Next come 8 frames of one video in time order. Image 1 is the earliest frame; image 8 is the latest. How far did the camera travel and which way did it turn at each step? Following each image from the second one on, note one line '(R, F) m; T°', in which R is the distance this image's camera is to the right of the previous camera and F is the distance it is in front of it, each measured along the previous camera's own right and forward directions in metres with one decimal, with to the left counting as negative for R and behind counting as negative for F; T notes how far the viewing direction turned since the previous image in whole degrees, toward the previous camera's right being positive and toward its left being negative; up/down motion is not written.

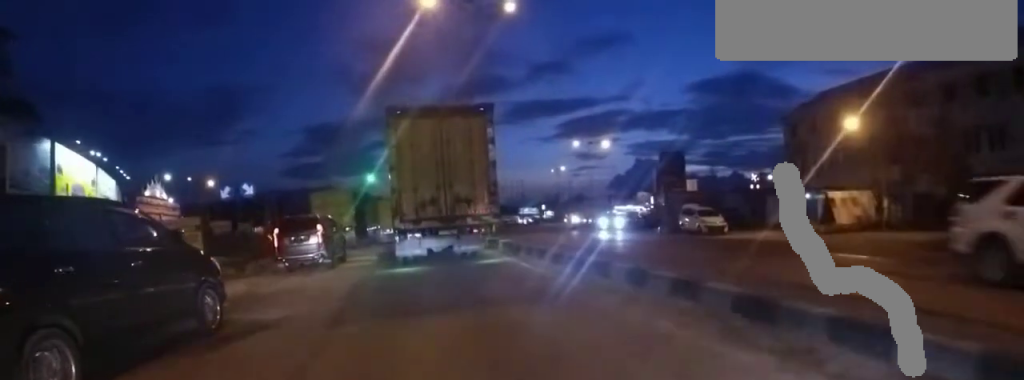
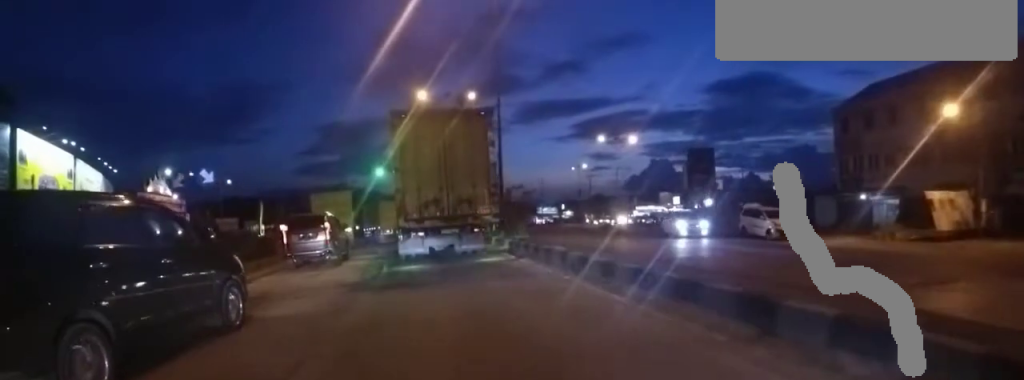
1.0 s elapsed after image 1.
(+0.7, +4.5) m; -2°
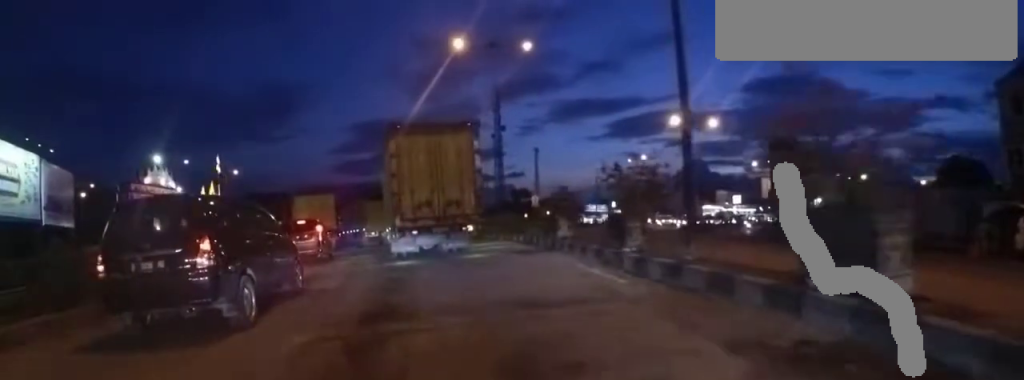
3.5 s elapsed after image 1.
(-3.5, +12.3) m; -15°
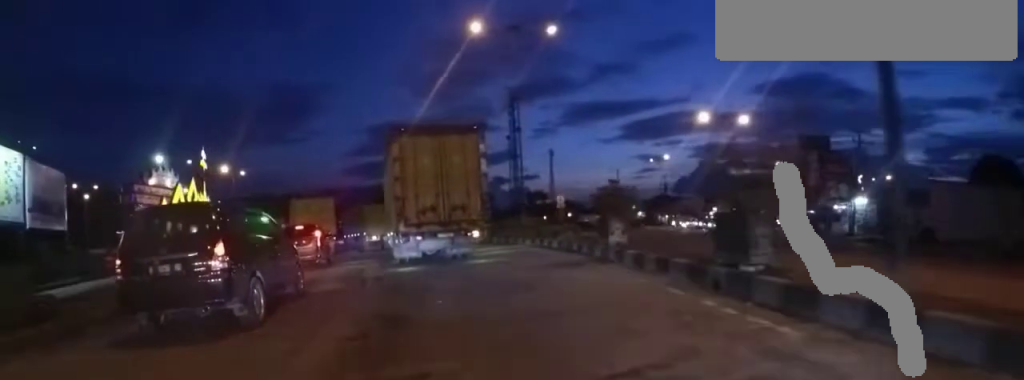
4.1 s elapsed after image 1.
(0.0, +3.4) m; -4°
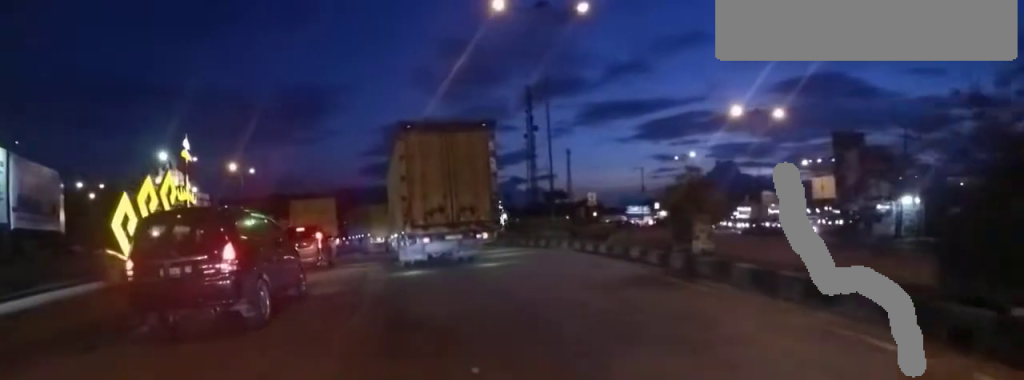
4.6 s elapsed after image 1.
(0.0, +3.2) m; -2°
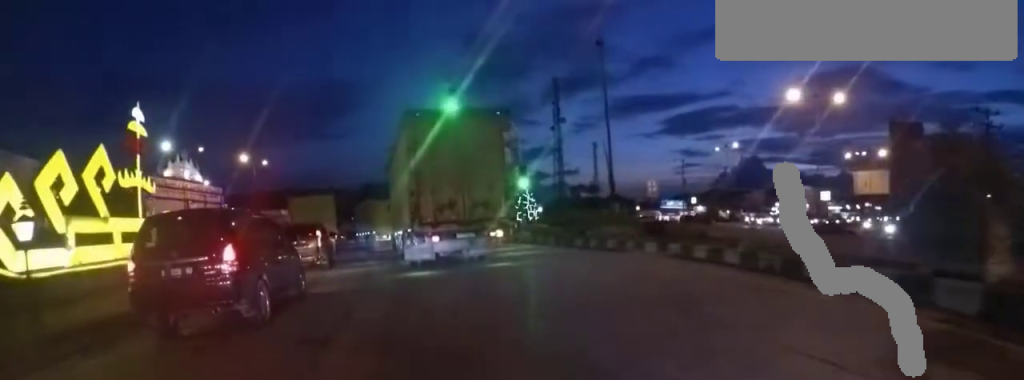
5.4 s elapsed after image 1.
(-0.6, +4.9) m; 0°
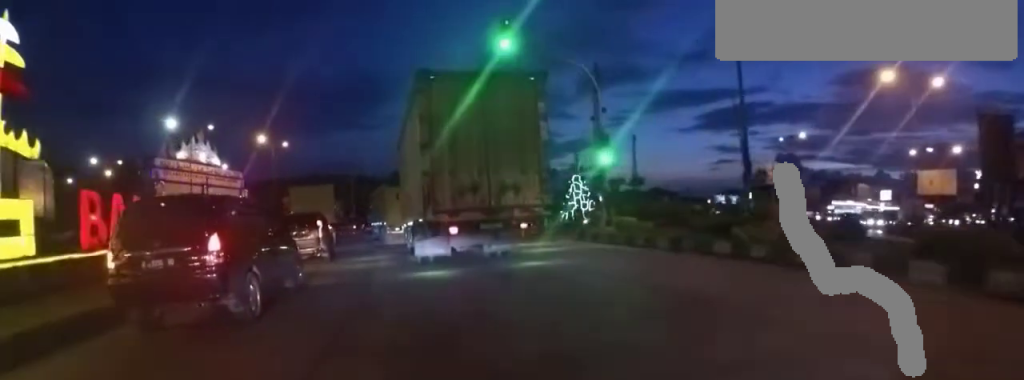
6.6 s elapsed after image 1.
(+0.6, +6.7) m; -2°
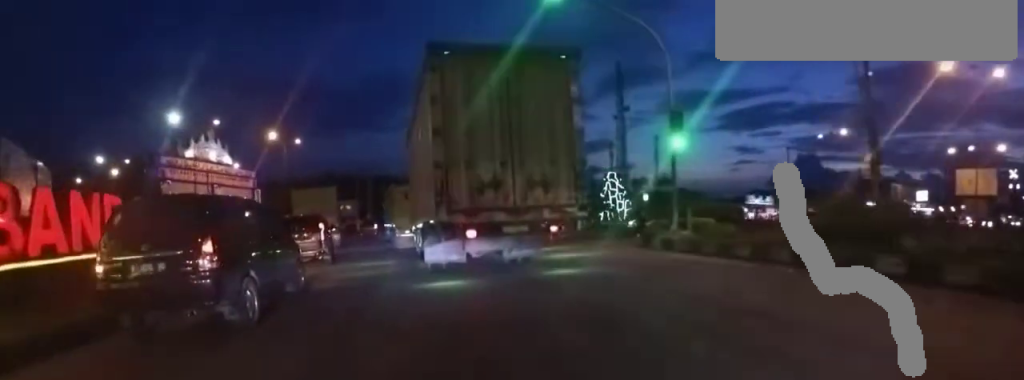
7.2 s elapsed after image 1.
(-0.4, +3.4) m; -7°
